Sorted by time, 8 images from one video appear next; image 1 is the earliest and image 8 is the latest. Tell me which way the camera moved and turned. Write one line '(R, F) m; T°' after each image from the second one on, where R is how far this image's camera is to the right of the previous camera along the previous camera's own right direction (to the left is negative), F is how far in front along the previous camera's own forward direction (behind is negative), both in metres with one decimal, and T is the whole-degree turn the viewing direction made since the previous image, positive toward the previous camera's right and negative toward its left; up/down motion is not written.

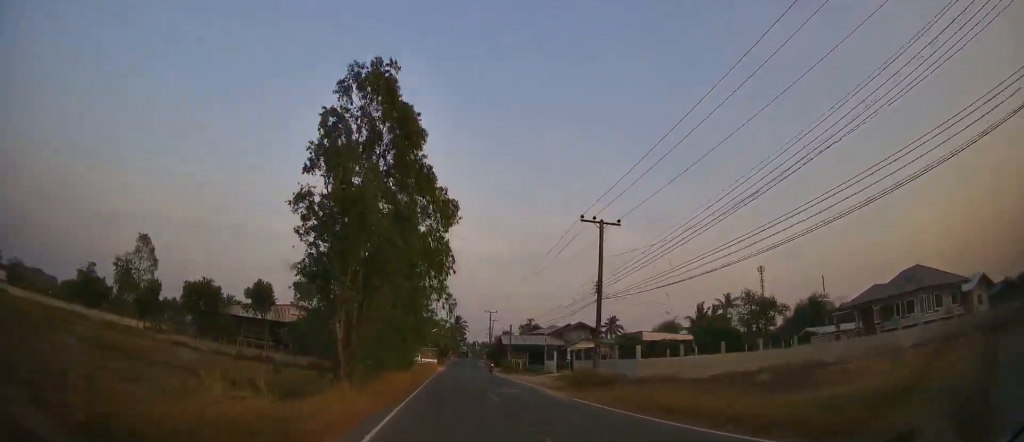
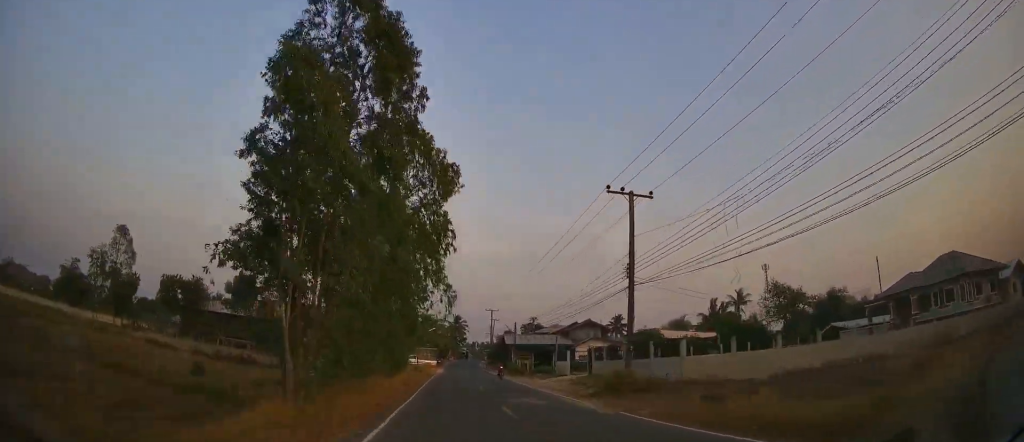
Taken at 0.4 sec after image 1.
(0.0, +4.9) m; 0°
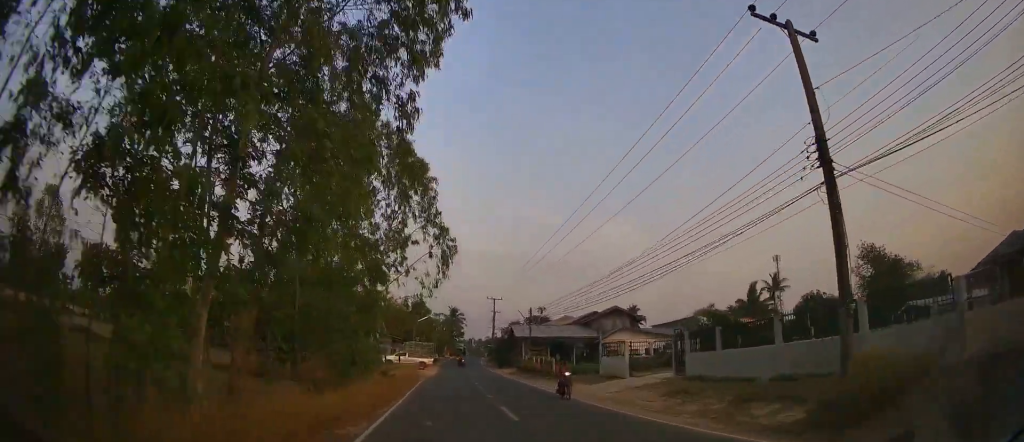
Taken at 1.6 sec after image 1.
(+0.1, +13.0) m; +1°
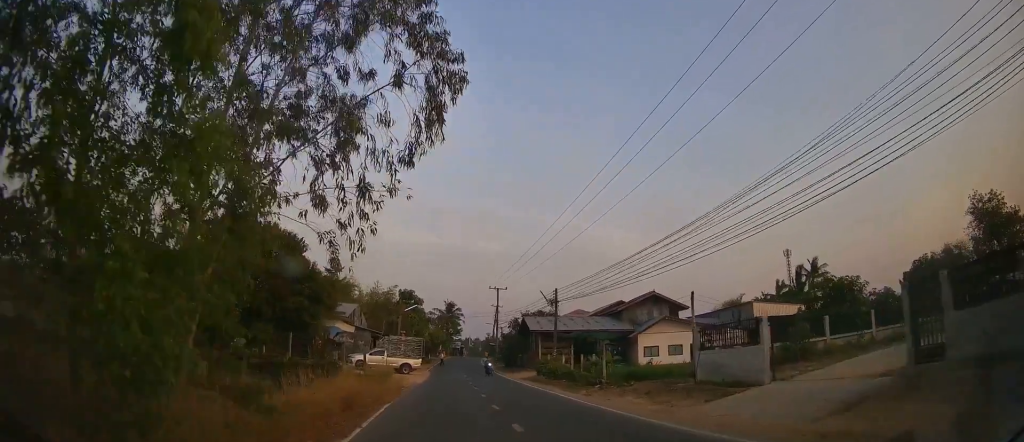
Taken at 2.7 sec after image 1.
(+0.1, +11.5) m; +1°
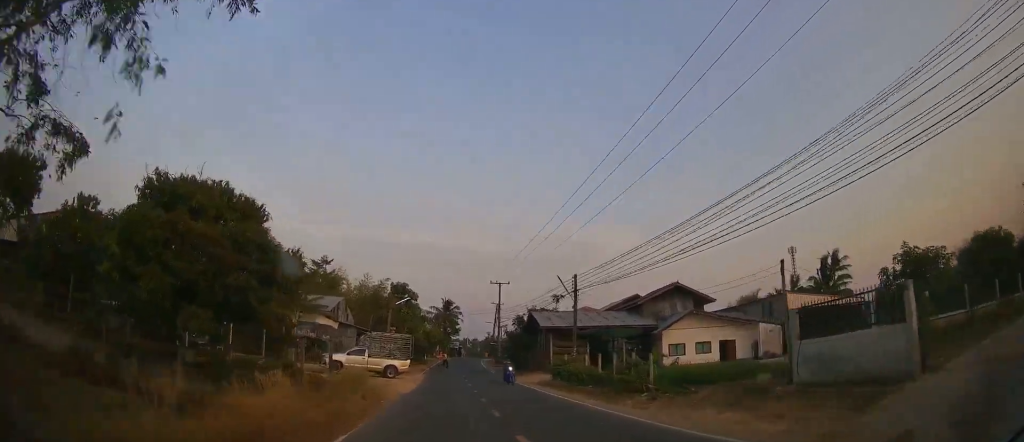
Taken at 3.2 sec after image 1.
(0.0, +5.5) m; 0°
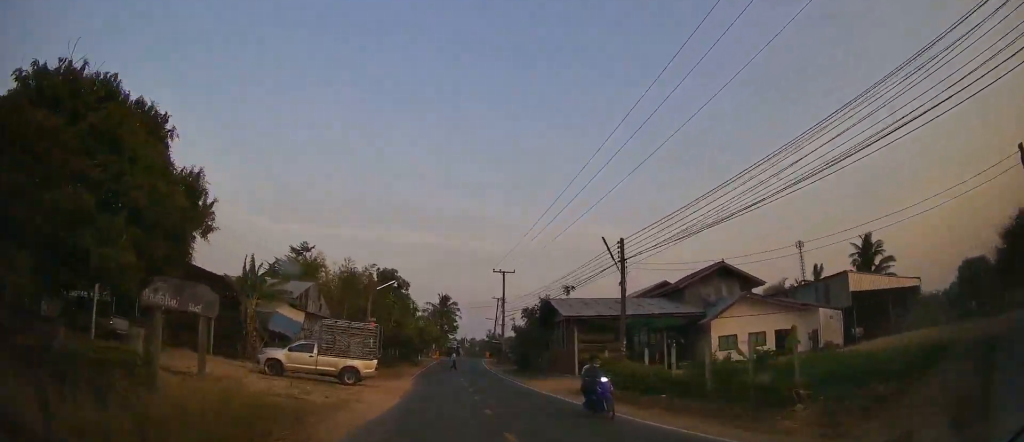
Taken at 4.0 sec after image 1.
(0.0, +7.8) m; 0°
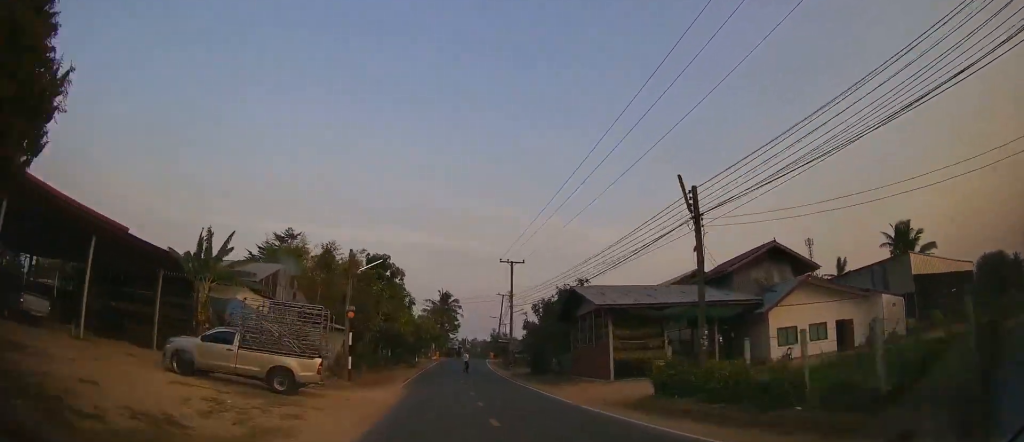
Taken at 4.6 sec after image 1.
(0.0, +6.0) m; 0°
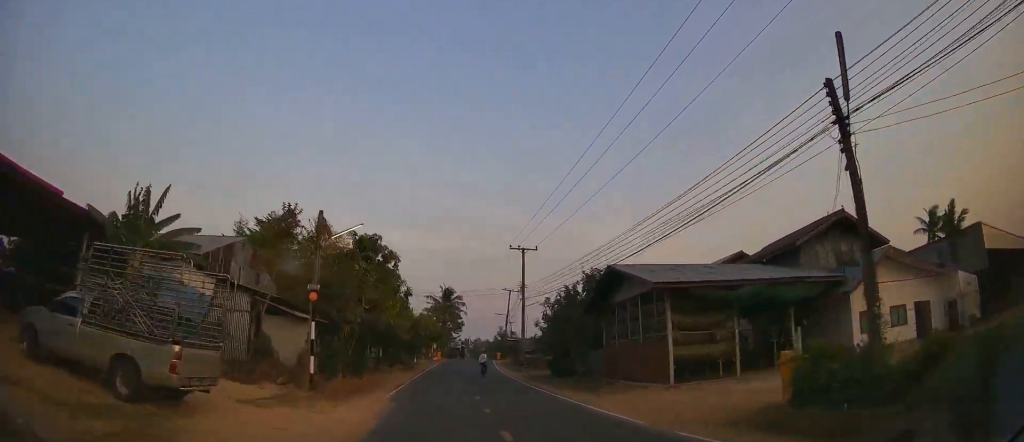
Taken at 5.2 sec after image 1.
(0.0, +5.9) m; 0°
